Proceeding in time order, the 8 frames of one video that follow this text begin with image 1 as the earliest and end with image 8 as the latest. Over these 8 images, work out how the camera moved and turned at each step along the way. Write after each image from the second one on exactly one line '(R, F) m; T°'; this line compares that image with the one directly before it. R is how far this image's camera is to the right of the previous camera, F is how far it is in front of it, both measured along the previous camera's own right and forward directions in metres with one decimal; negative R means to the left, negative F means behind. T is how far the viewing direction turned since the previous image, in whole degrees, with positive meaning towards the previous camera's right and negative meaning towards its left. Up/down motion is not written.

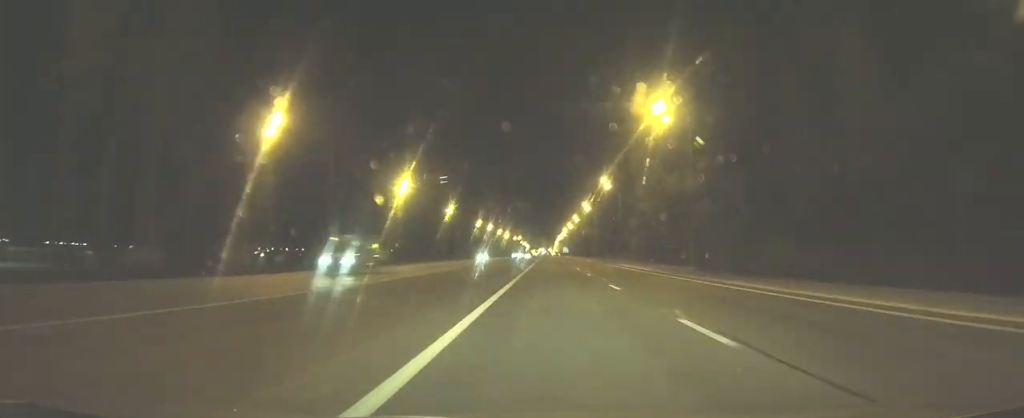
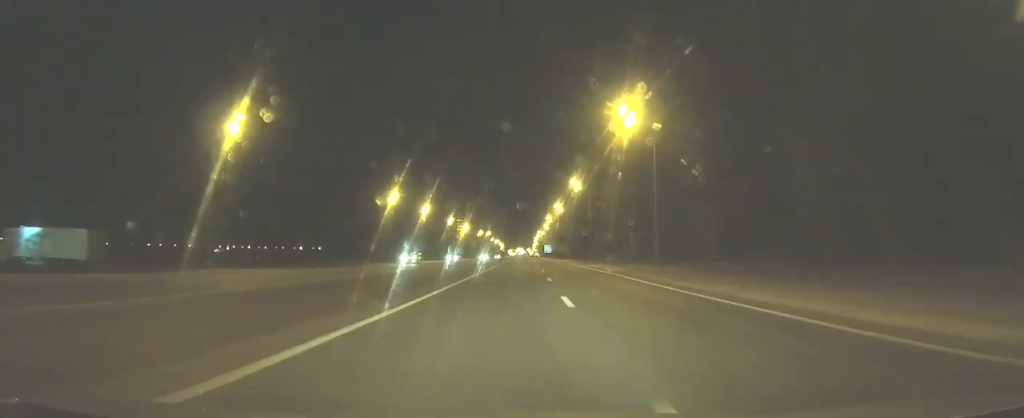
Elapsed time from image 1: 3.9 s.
(+0.9, +89.2) m; +1°
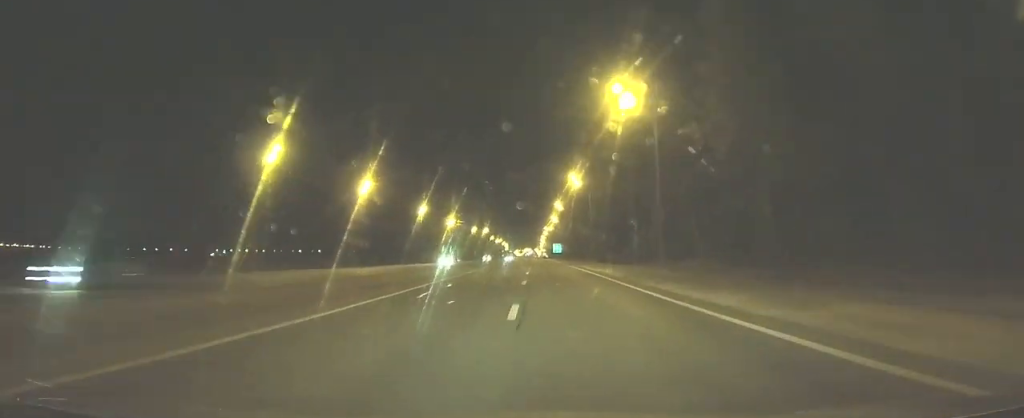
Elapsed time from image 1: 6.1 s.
(+0.6, +50.2) m; 0°
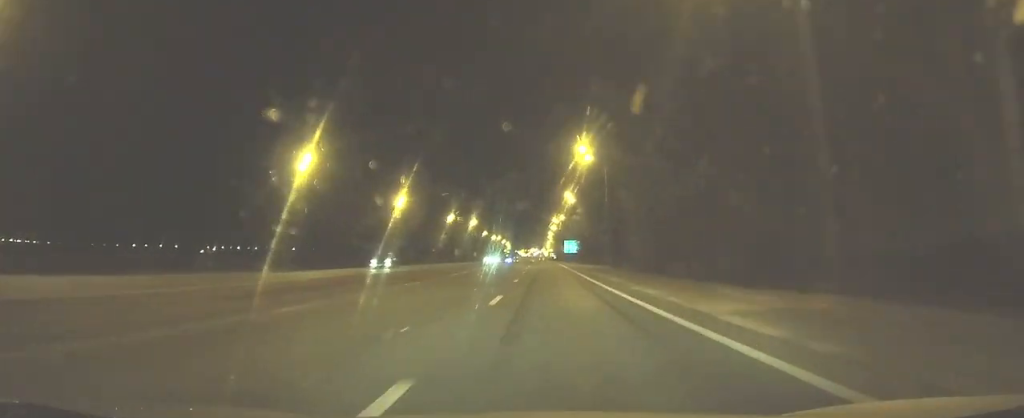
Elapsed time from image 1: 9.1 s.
(-0.5, +67.9) m; -1°
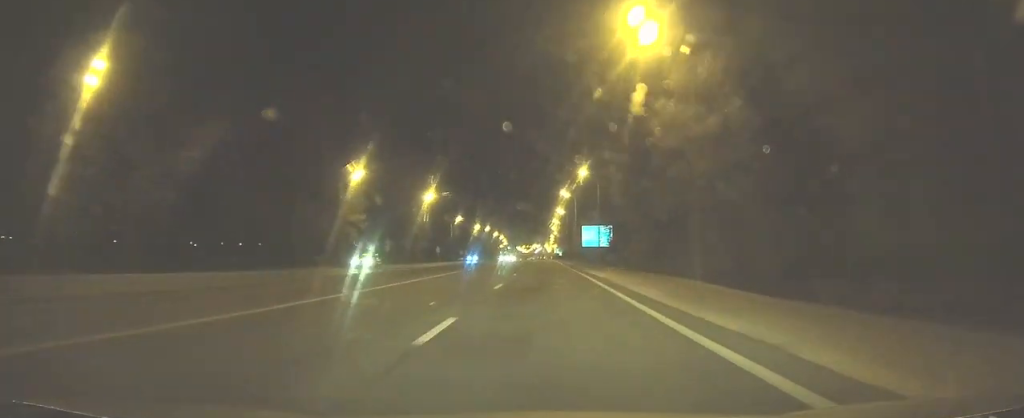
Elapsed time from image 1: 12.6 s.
(-0.8, +78.3) m; 0°
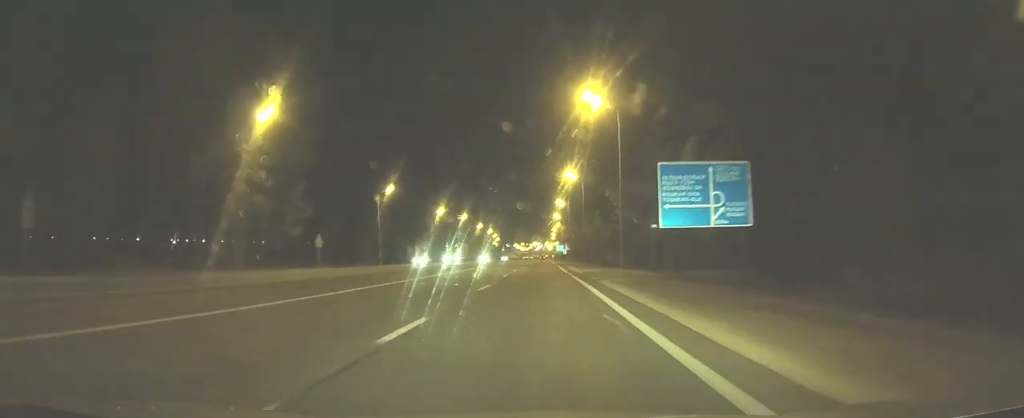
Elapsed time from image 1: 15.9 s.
(+0.3, +72.8) m; 0°
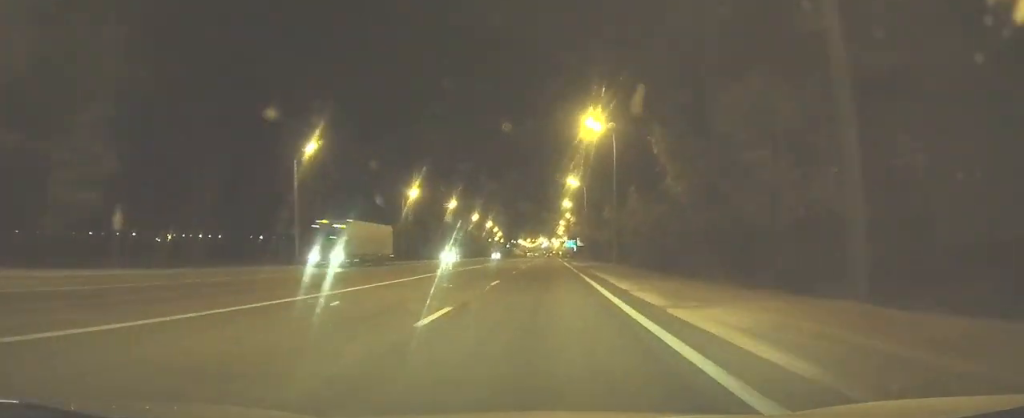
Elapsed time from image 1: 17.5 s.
(0.0, +35.0) m; 0°
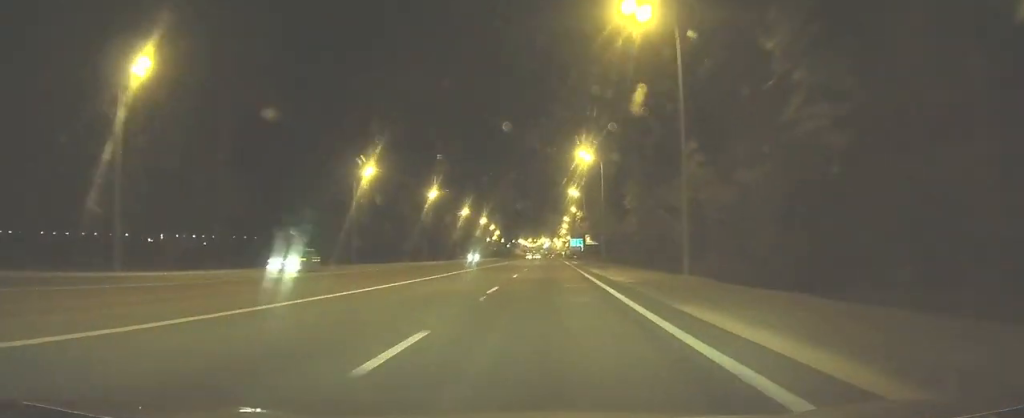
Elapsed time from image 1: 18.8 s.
(0.0, +28.4) m; 0°
